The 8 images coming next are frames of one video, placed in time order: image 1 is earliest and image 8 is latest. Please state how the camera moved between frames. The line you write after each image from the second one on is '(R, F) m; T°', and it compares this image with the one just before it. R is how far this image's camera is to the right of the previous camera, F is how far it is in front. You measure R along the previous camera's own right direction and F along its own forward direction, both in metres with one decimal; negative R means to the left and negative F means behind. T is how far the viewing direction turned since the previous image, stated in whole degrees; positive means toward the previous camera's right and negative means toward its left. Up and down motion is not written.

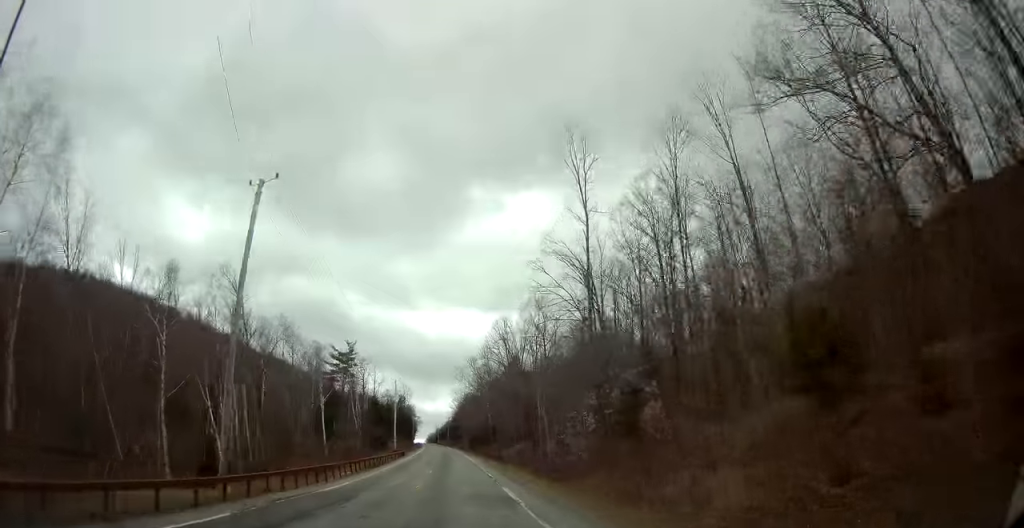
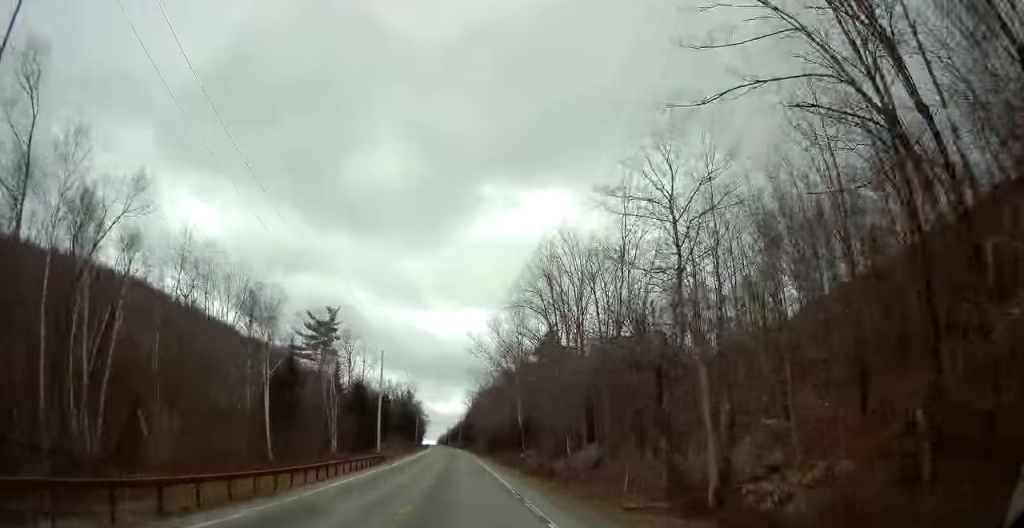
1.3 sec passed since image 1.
(-0.5, +31.0) m; -2°
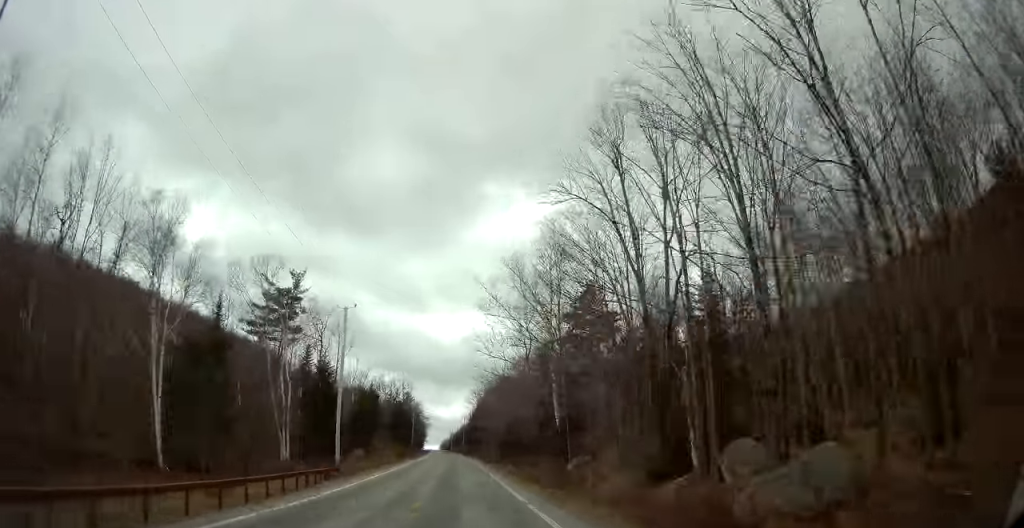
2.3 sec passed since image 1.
(-0.4, +23.1) m; 0°
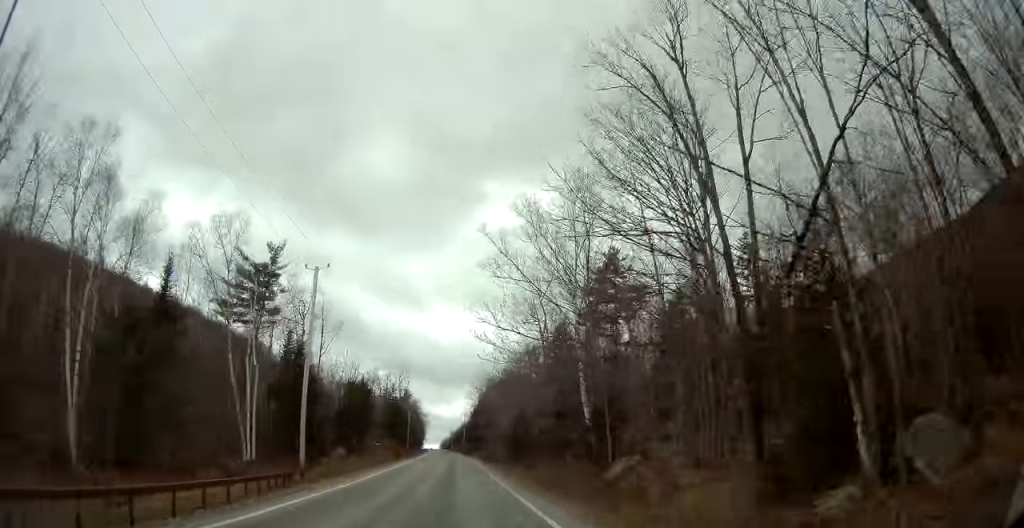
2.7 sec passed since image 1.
(+0.2, +9.5) m; 0°
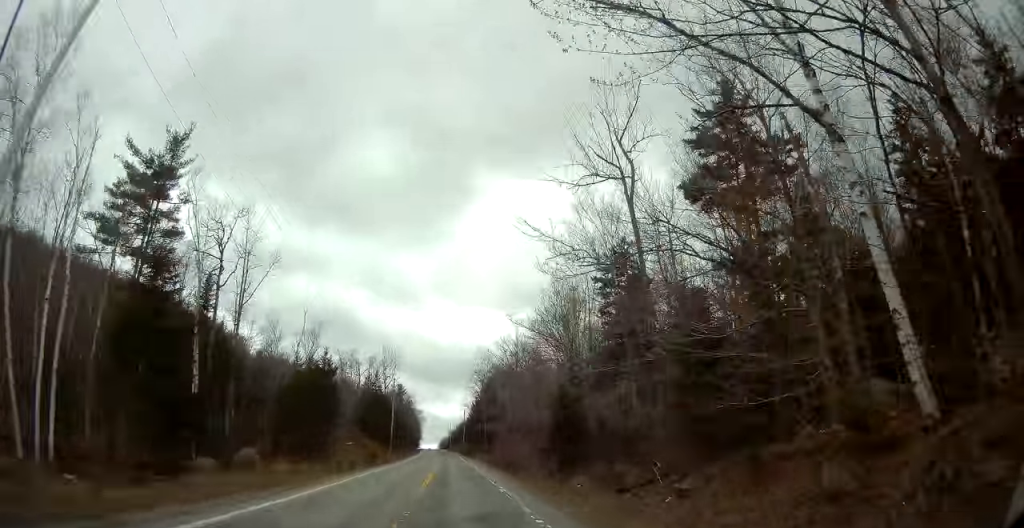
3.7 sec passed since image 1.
(0.0, +25.4) m; -1°
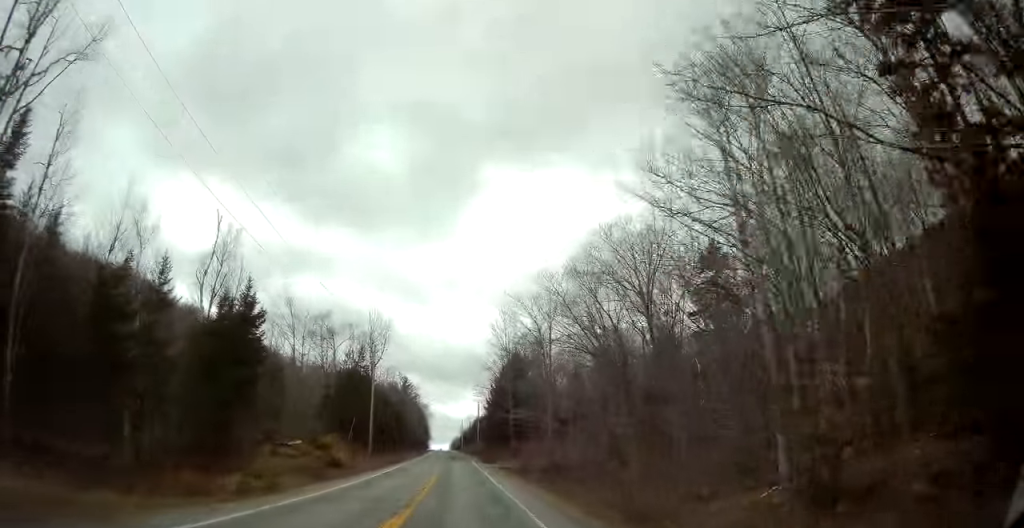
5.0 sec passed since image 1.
(-0.2, +29.3) m; -1°
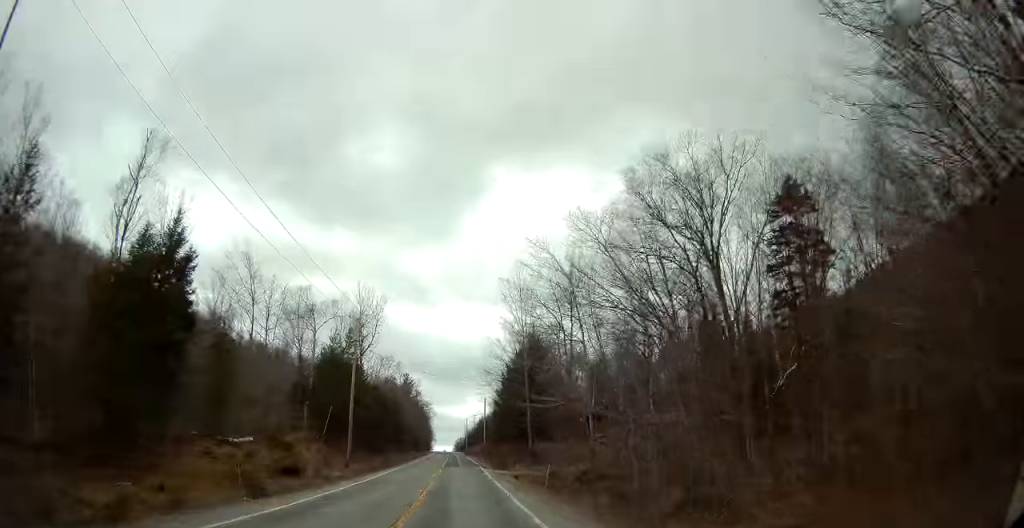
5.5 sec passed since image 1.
(0.0, +12.5) m; 0°
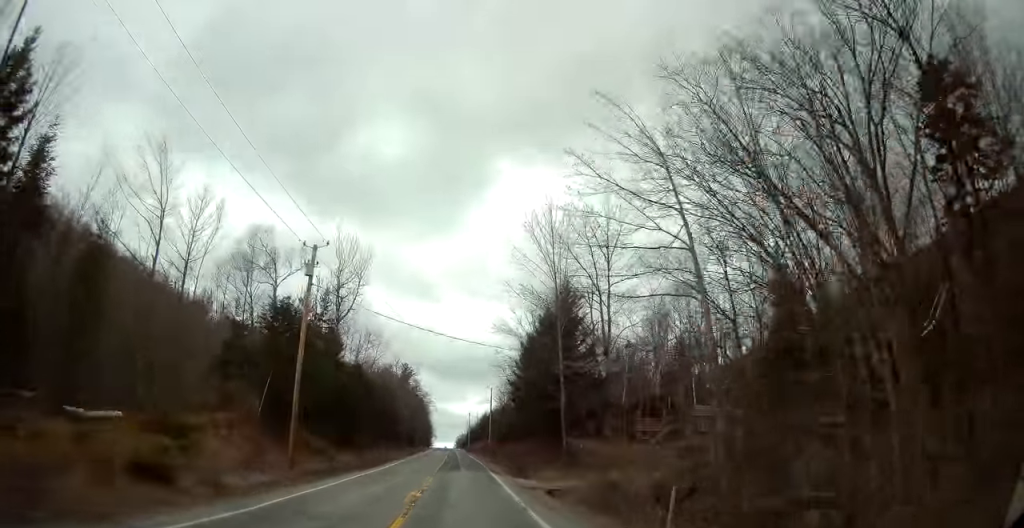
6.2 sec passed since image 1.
(-0.1, +15.6) m; 0°
